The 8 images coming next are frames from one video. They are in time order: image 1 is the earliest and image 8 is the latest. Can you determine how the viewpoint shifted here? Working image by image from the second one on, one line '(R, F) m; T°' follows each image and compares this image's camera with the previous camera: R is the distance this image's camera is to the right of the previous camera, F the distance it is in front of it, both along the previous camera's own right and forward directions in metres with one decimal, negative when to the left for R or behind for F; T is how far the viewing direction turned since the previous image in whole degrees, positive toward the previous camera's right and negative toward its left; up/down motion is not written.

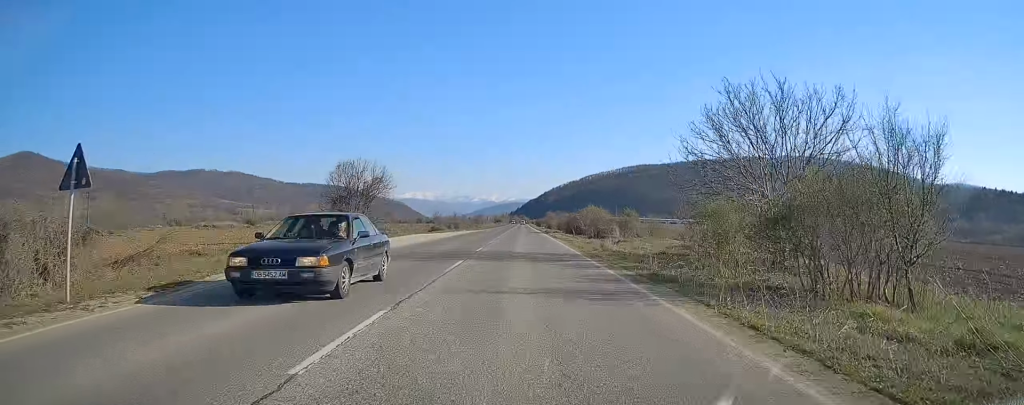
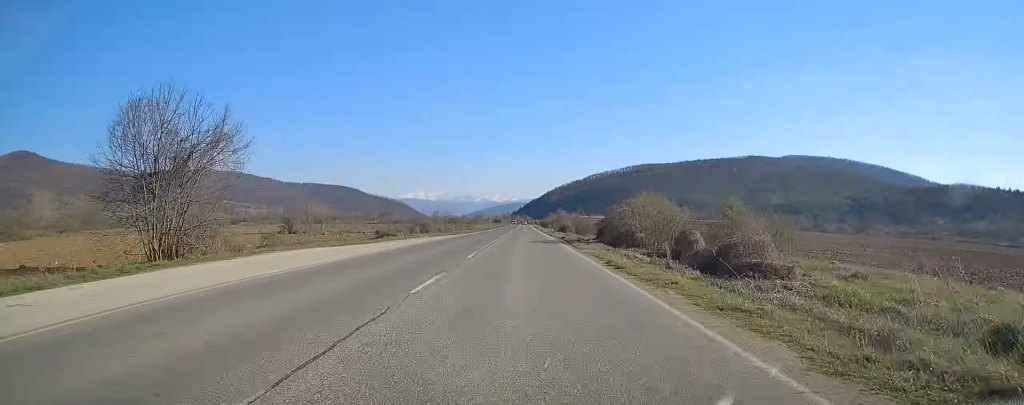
(0.0, +31.4) m; 0°
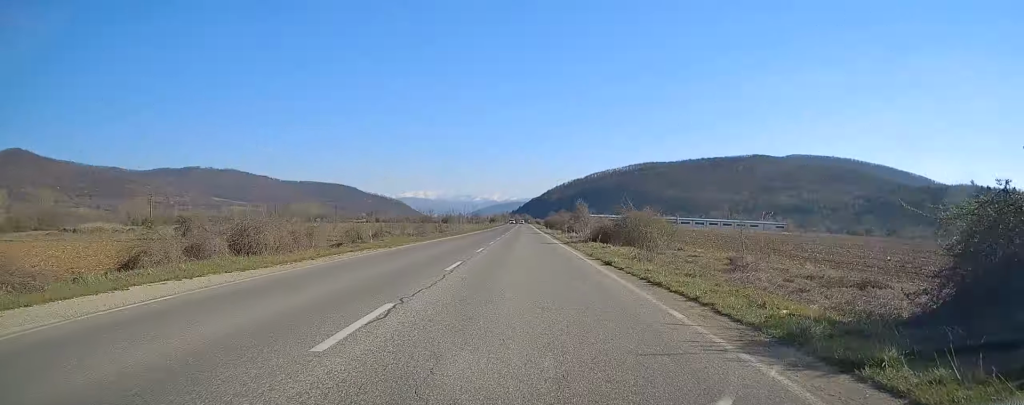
(-0.1, +40.3) m; 0°
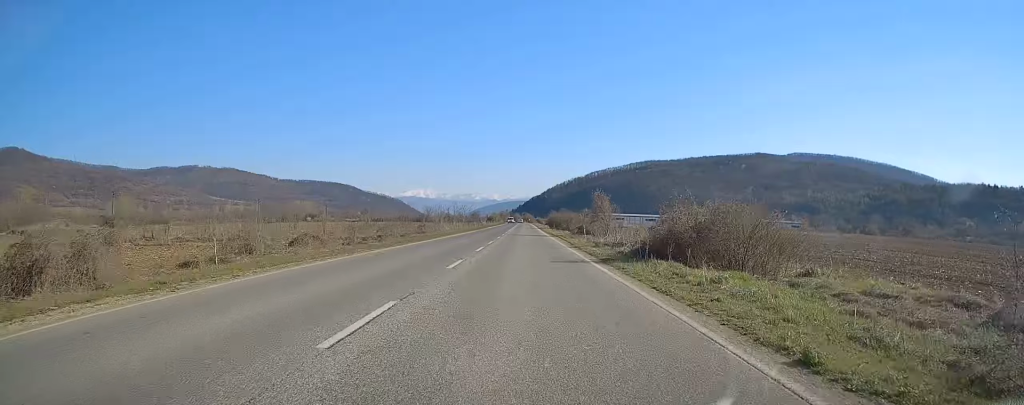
(0.0, +17.9) m; 0°
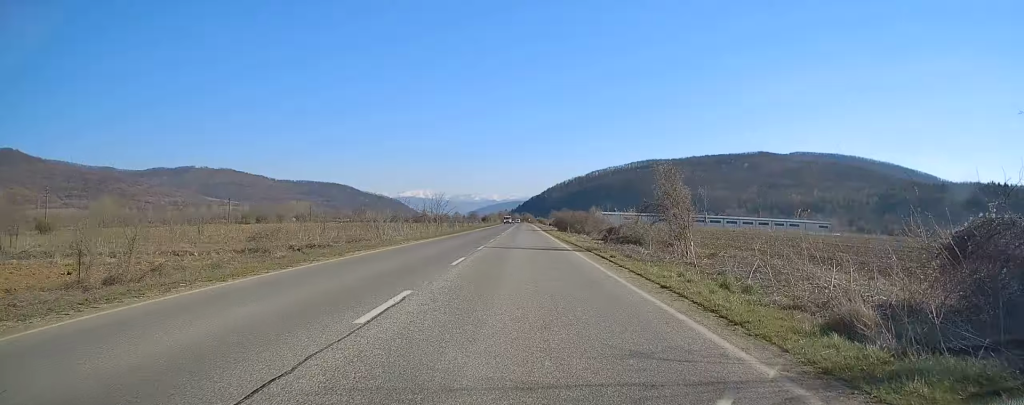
(-0.1, +25.8) m; 0°
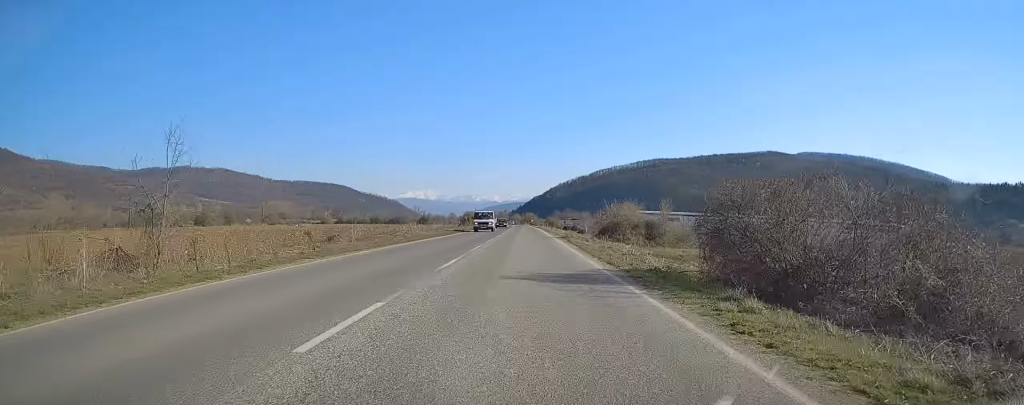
(+0.2, +63.1) m; 0°
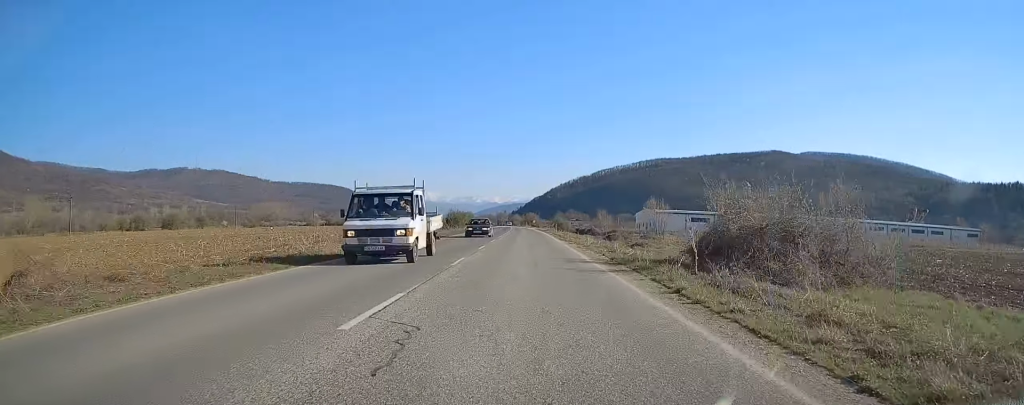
(0.0, +26.0) m; 0°
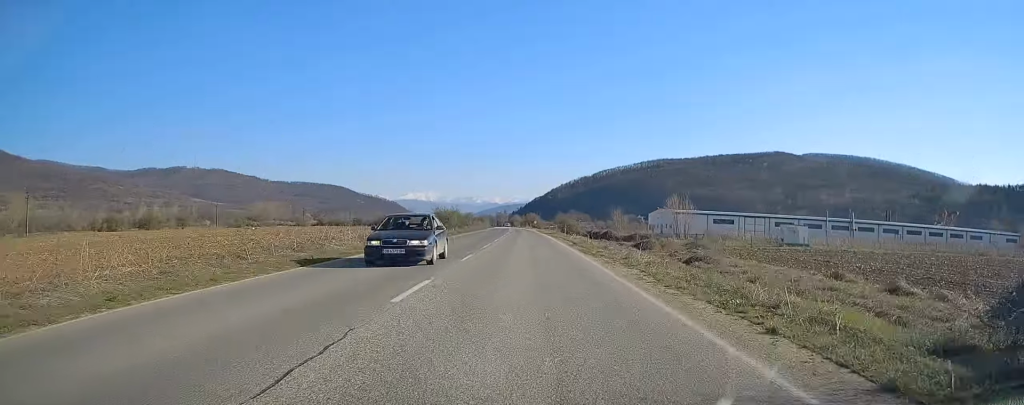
(0.0, +15.9) m; 0°
